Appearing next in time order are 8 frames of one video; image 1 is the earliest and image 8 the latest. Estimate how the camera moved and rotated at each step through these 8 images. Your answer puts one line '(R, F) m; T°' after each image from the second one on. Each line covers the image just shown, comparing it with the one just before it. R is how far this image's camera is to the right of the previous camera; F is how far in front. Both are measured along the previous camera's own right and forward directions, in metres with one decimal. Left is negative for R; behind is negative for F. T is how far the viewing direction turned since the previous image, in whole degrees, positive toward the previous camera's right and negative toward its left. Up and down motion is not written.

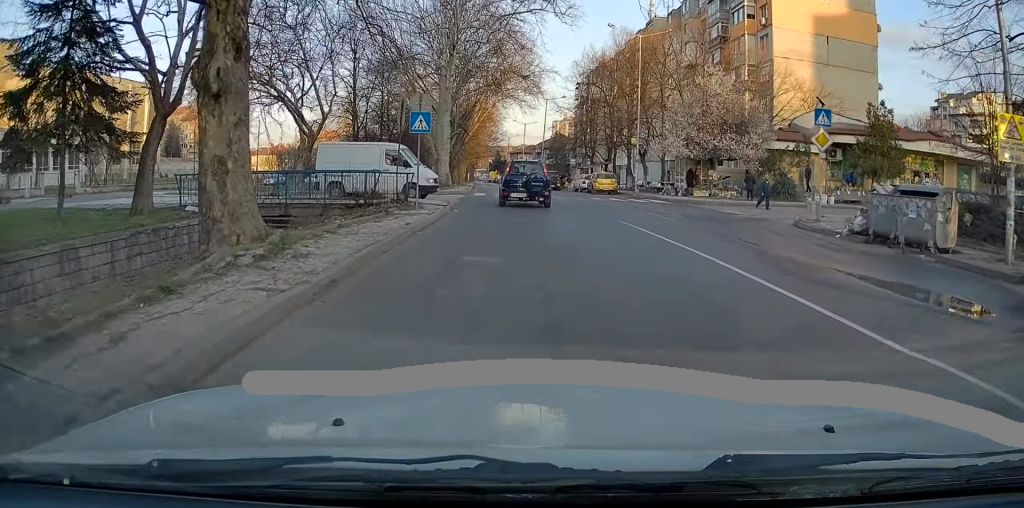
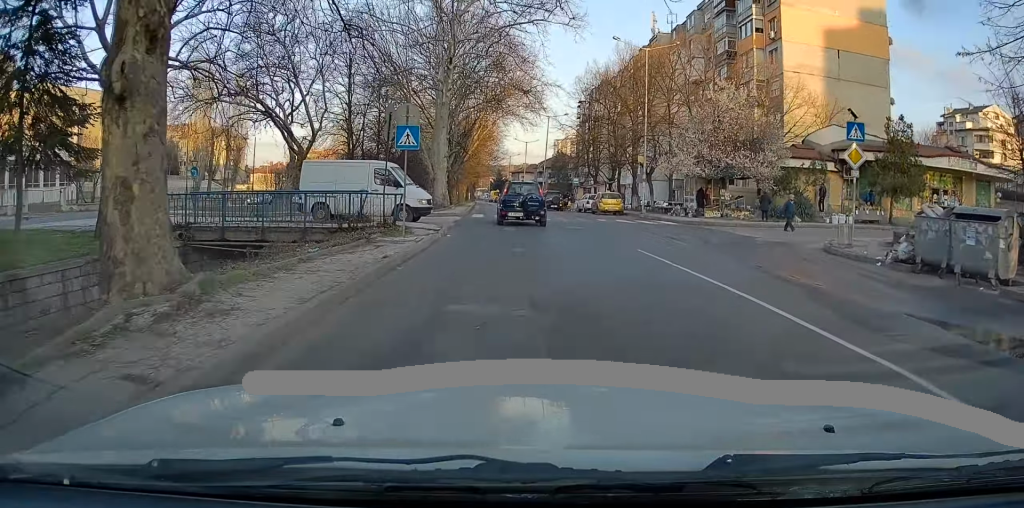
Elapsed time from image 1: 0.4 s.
(+0.2, +2.1) m; 0°
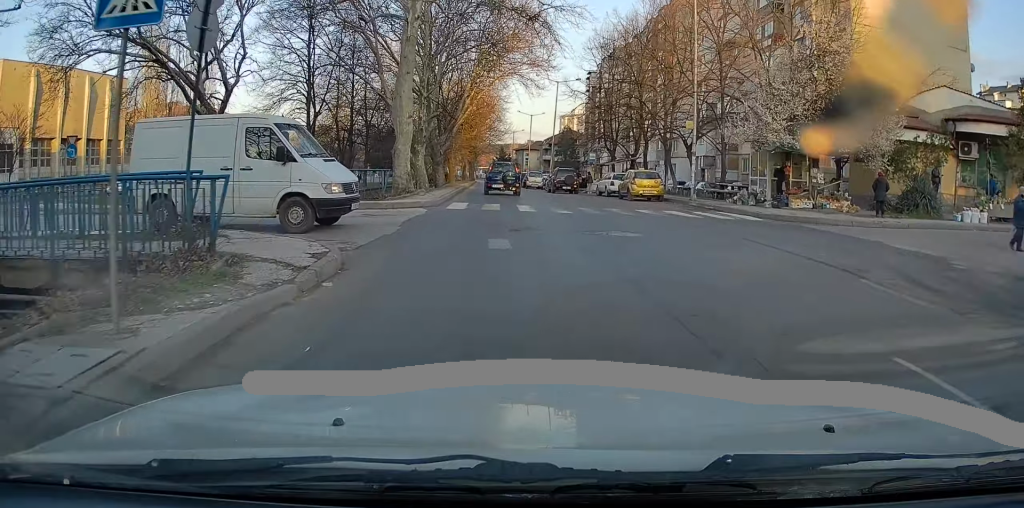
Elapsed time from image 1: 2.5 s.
(-0.5, +10.1) m; -5°
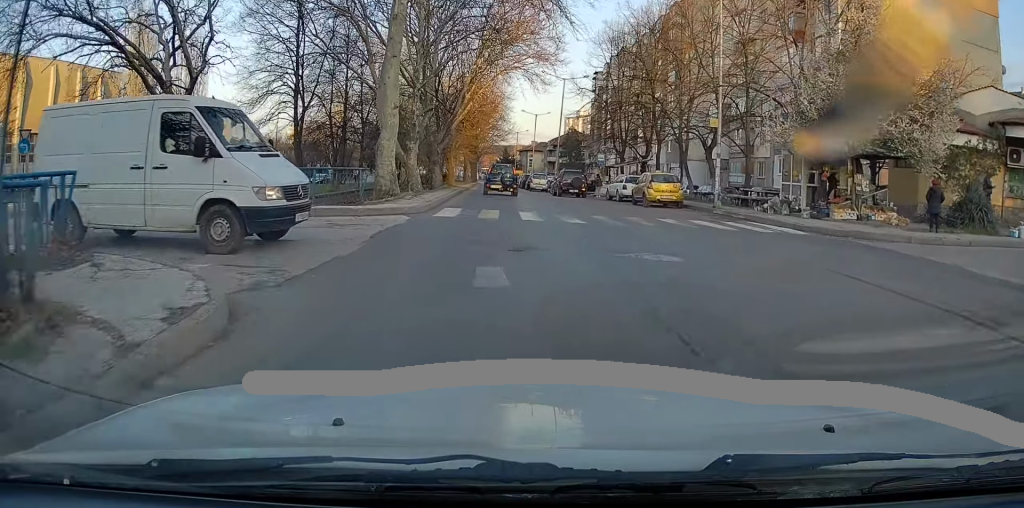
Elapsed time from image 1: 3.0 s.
(0.0, +2.7) m; 0°
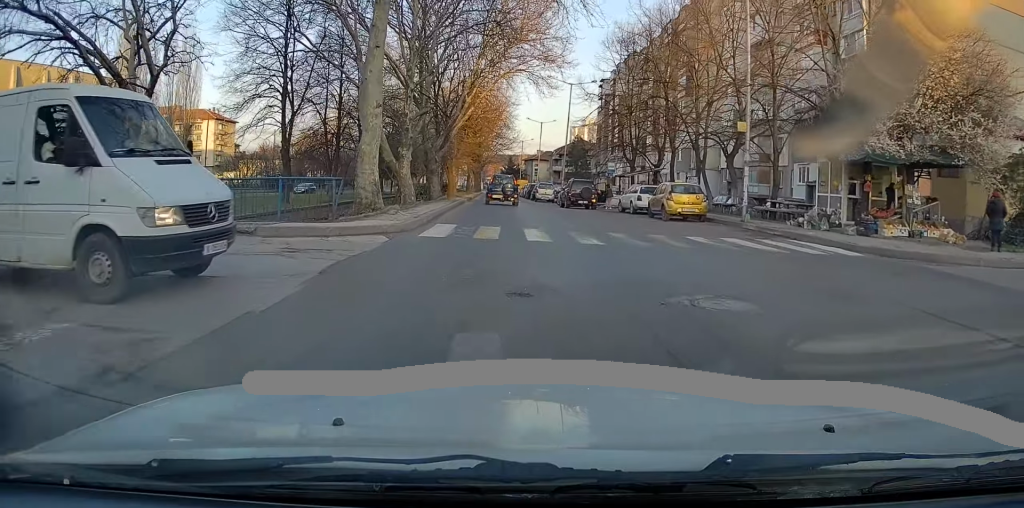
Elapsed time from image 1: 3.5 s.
(0.0, +2.4) m; 0°
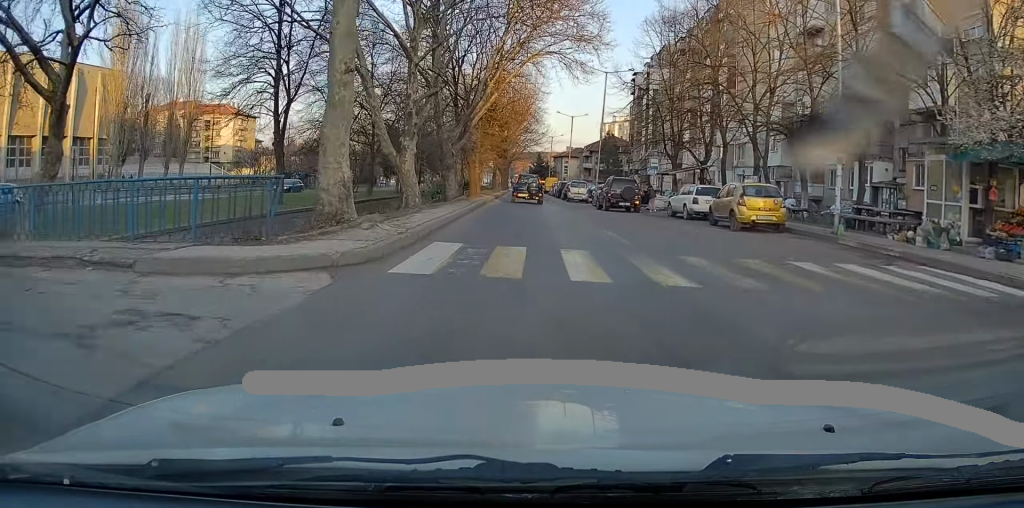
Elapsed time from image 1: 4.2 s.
(0.0, +4.4) m; 0°
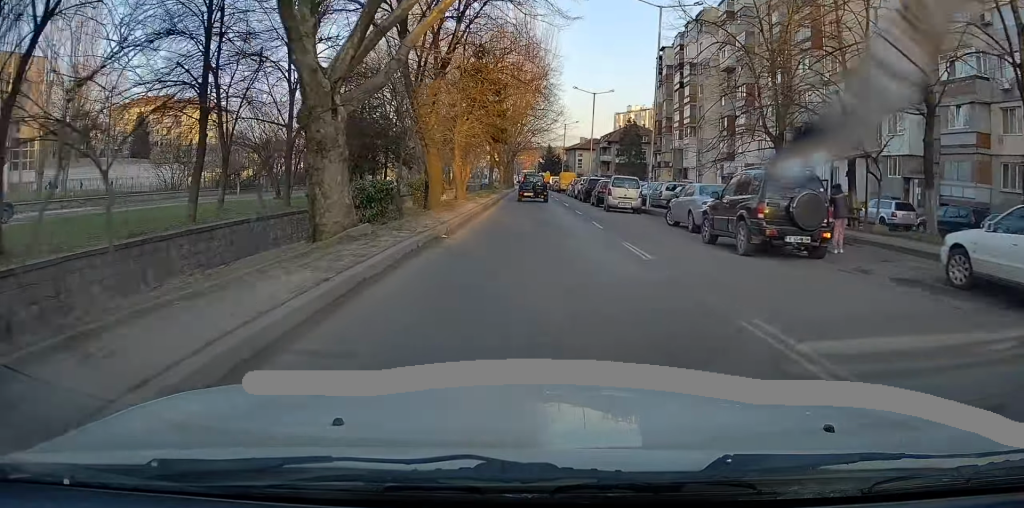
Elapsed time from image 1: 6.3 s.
(-0.7, +17.7) m; -5°
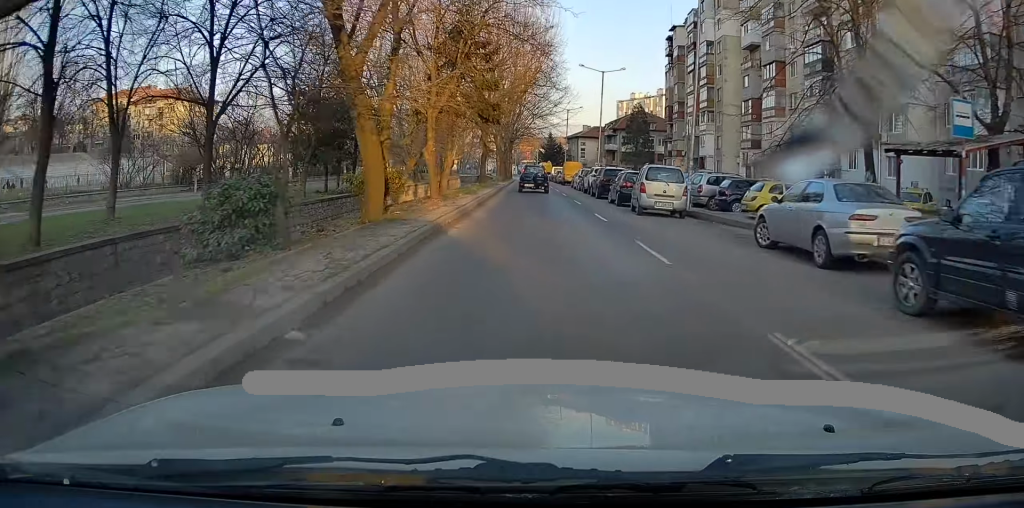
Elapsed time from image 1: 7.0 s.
(-0.4, +7.2) m; +1°
